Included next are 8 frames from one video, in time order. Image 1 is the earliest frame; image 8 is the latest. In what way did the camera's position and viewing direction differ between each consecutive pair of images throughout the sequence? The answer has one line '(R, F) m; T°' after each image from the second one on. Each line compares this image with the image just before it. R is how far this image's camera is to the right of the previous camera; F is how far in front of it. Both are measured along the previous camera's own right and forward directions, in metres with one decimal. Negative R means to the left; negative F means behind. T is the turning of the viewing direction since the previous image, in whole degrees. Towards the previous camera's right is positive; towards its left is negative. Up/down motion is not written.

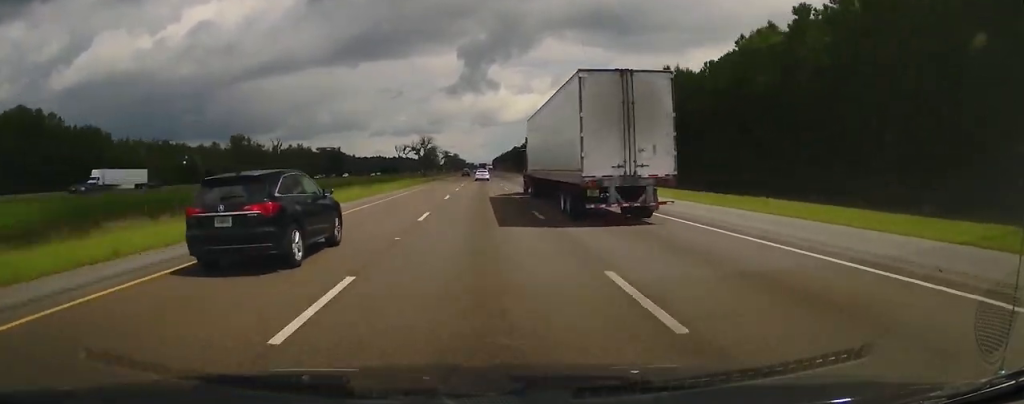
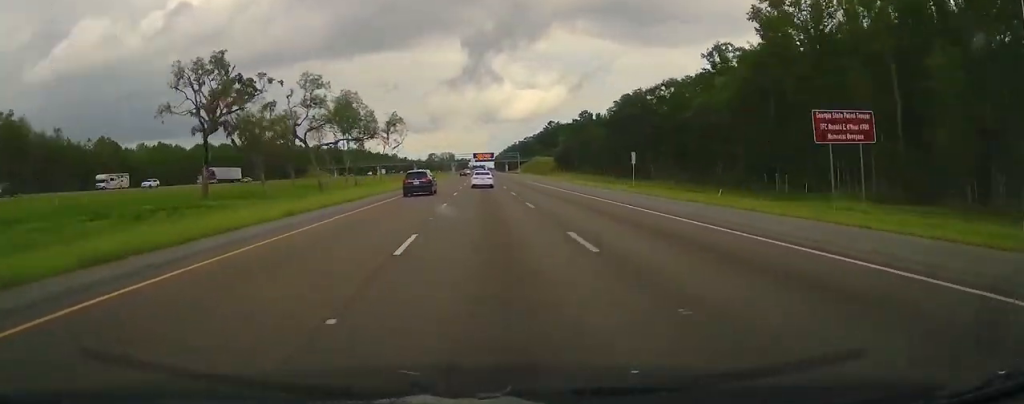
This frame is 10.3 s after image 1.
(-1.3, +468.7) m; 0°
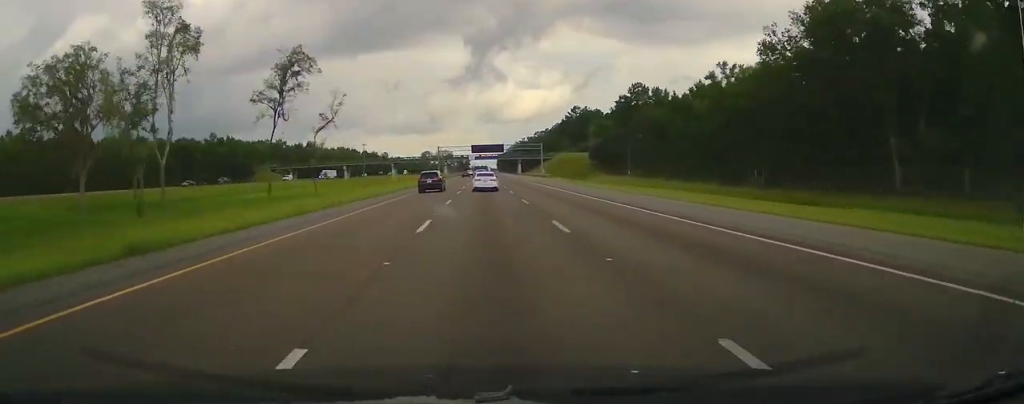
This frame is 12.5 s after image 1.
(+0.6, +81.9) m; 0°
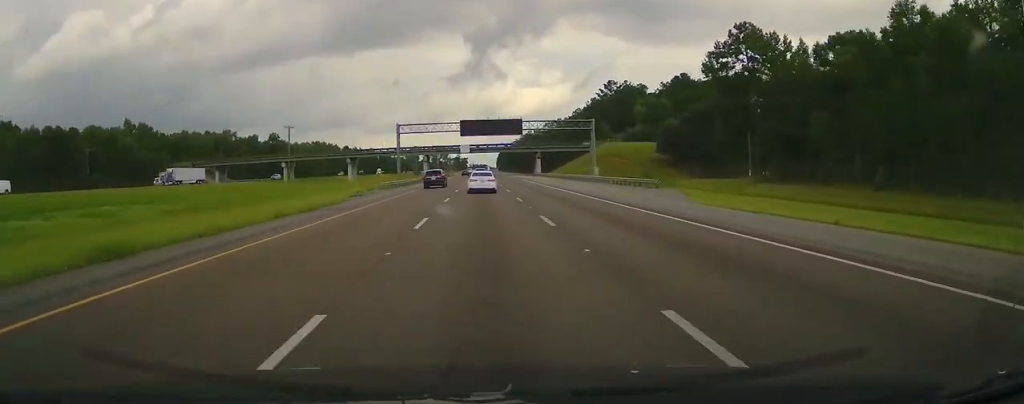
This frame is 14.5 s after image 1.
(0.0, +71.4) m; 0°
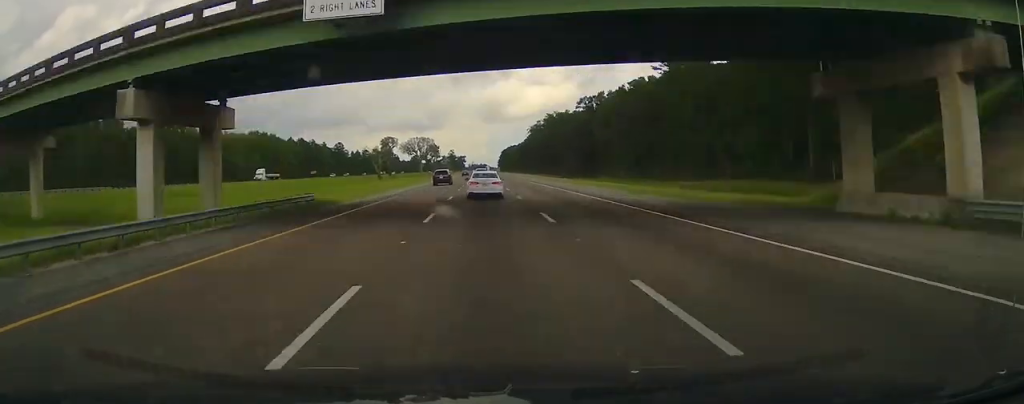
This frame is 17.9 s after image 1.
(-0.7, +116.7) m; 0°
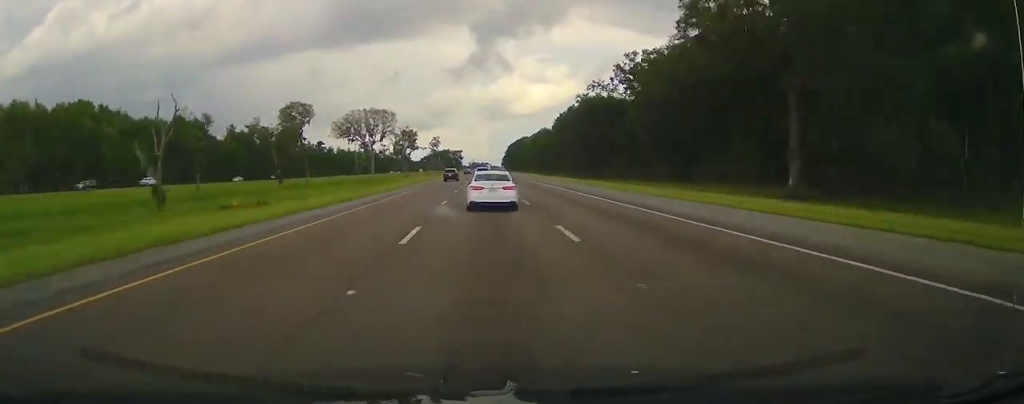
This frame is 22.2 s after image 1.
(0.0, +137.8) m; 0°
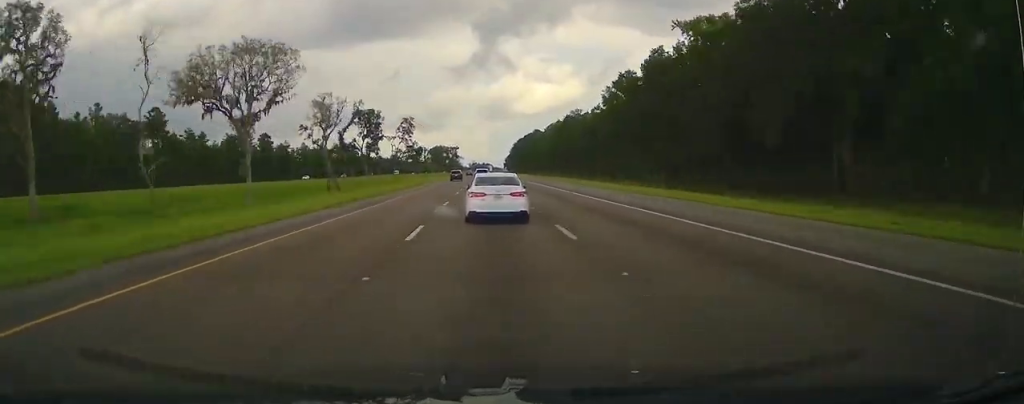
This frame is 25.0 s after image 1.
(+0.2, +102.7) m; 0°
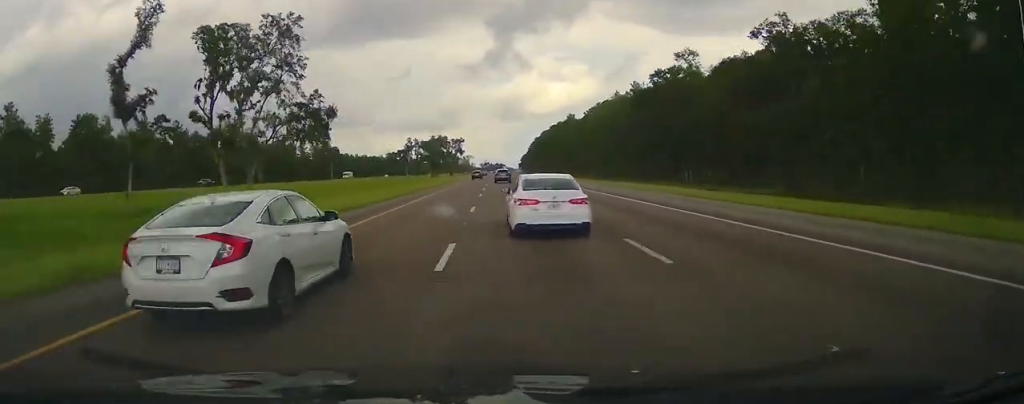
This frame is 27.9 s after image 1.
(-0.5, +108.8) m; 0°
